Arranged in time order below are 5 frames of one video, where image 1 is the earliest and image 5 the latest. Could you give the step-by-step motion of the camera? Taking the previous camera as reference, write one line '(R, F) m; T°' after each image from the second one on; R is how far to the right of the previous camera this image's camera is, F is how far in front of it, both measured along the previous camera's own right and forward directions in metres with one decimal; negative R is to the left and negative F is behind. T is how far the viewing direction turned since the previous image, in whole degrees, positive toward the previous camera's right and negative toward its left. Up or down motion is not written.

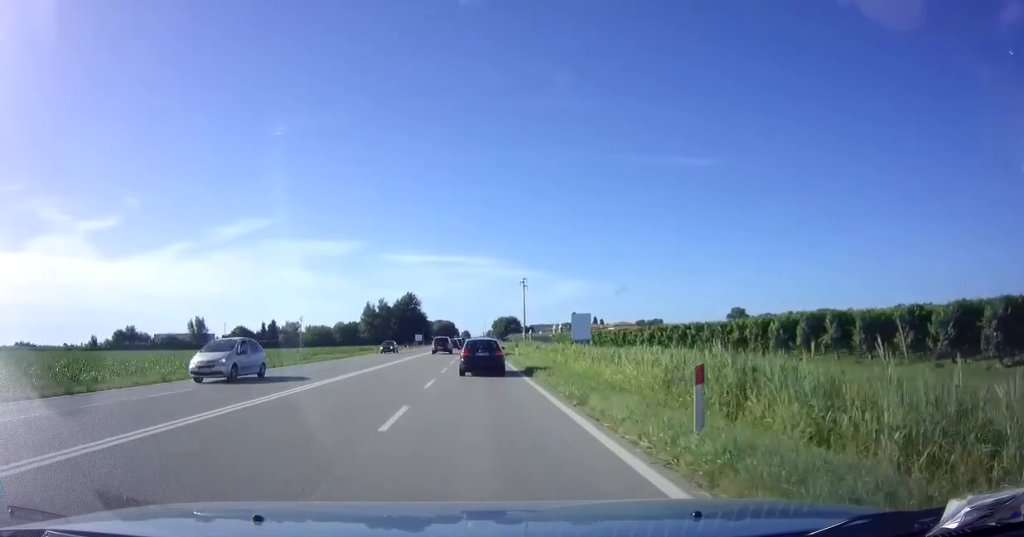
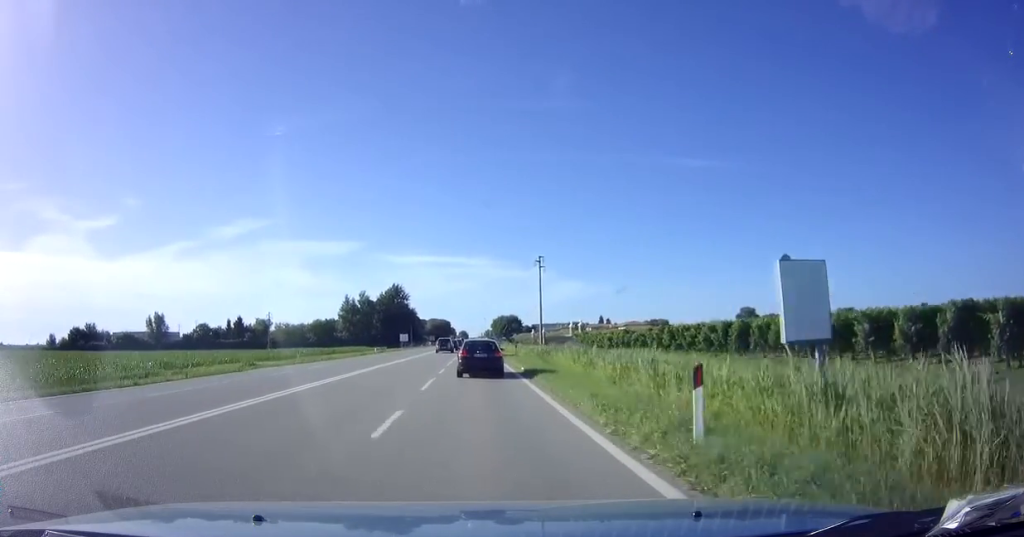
(-0.1, +30.2) m; 0°
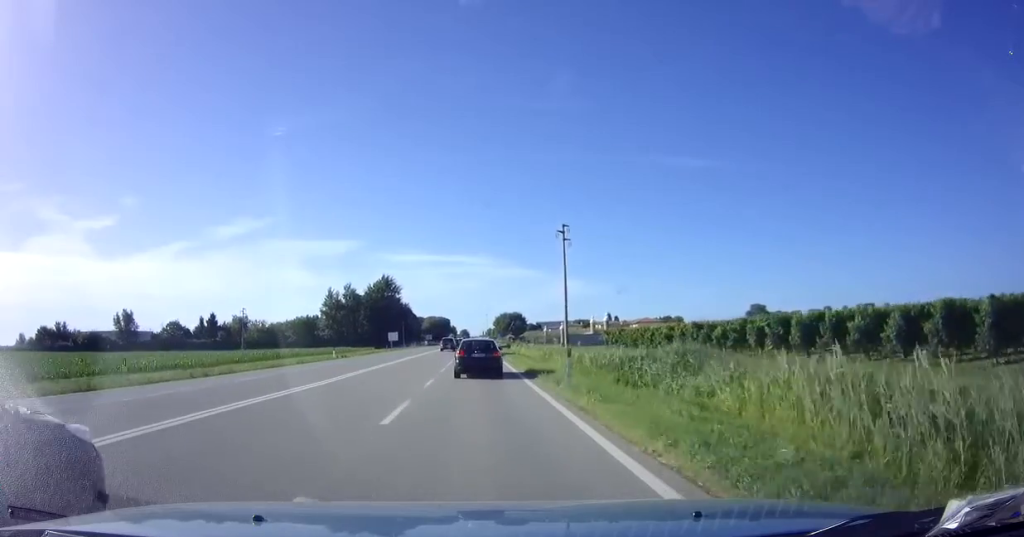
(0.0, +20.7) m; 0°
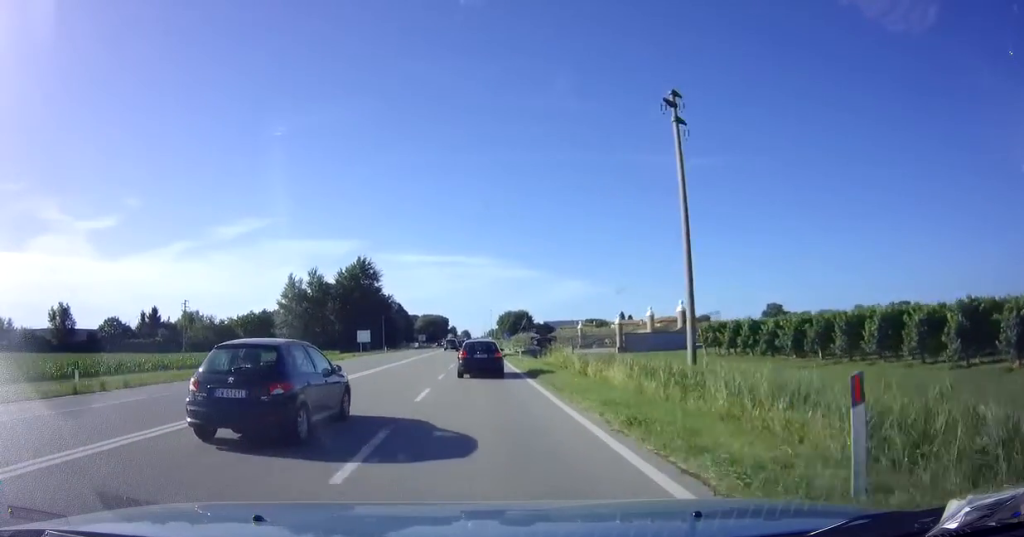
(-0.1, +33.6) m; 0°
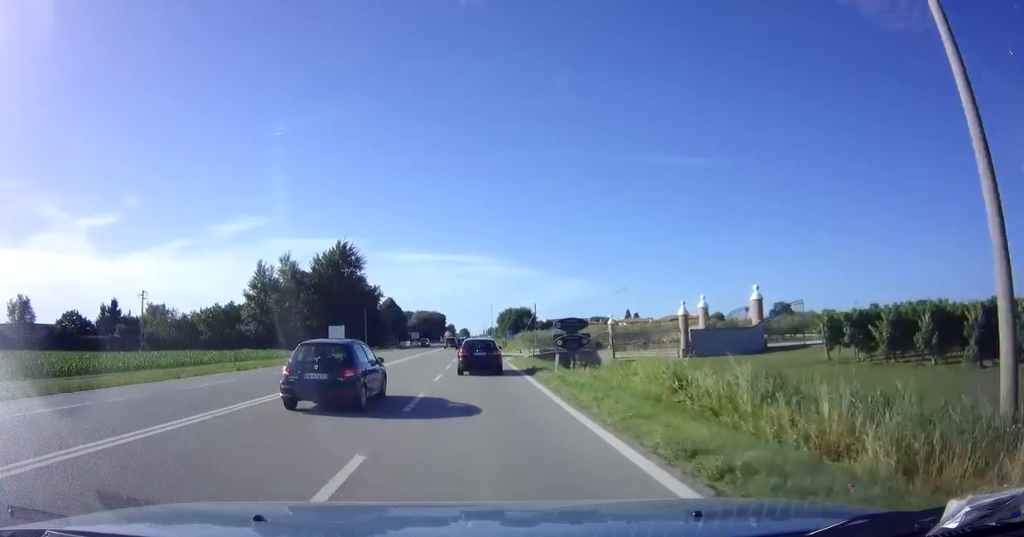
(+0.1, +16.7) m; 0°
